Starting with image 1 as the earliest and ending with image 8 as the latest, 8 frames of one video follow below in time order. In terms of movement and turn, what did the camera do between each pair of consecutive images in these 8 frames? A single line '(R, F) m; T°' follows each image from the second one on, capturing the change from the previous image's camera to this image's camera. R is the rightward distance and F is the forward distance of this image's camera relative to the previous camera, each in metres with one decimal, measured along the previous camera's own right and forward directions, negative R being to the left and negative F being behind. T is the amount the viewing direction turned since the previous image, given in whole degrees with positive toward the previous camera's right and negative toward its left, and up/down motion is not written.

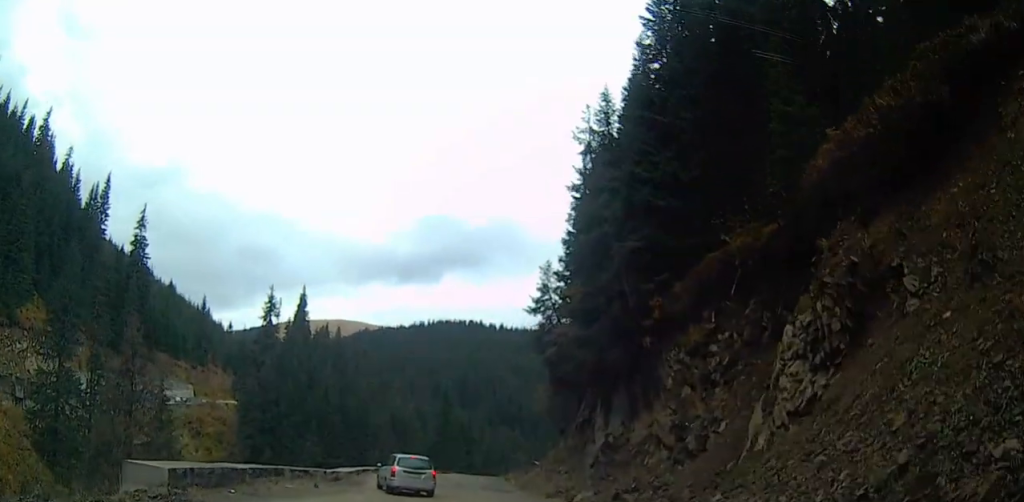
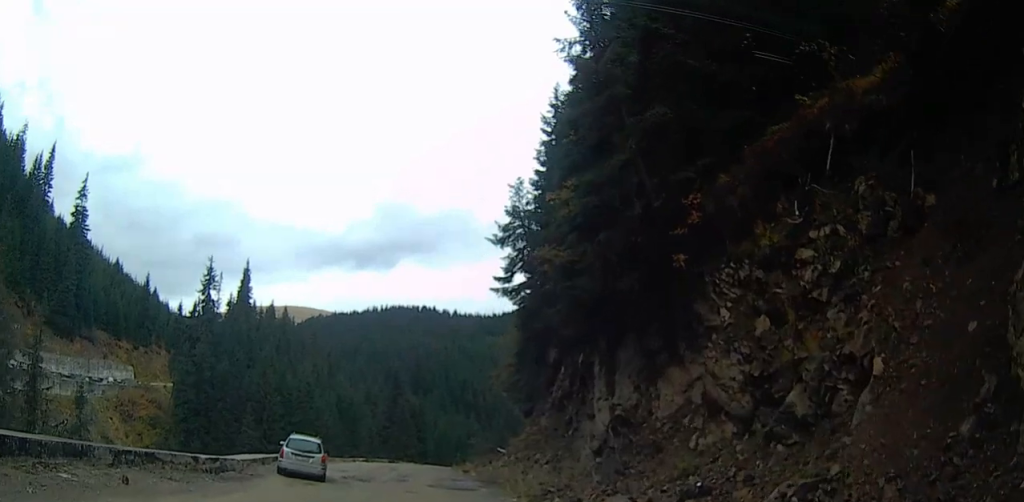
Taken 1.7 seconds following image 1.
(+0.6, +9.5) m; +3°
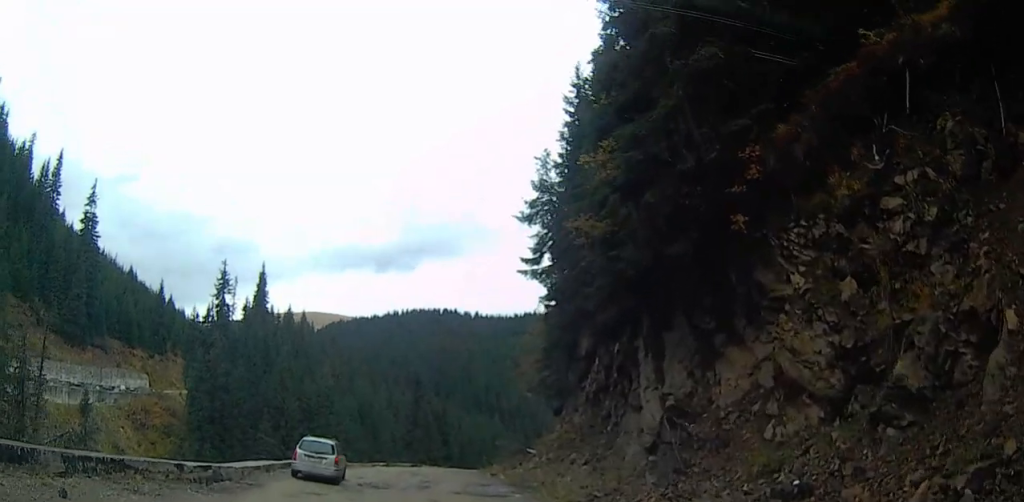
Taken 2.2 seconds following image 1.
(+0.1, +2.8) m; -3°
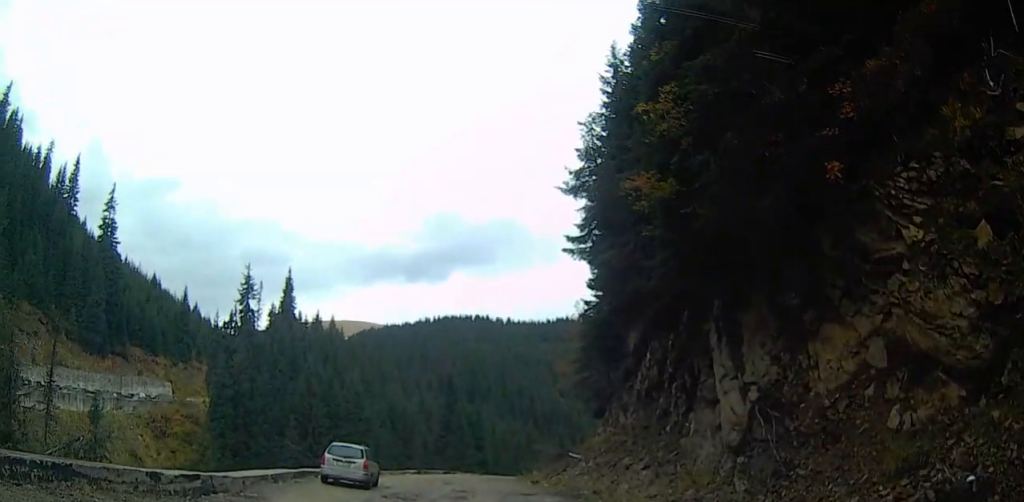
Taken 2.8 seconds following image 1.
(-0.2, +3.2) m; -1°
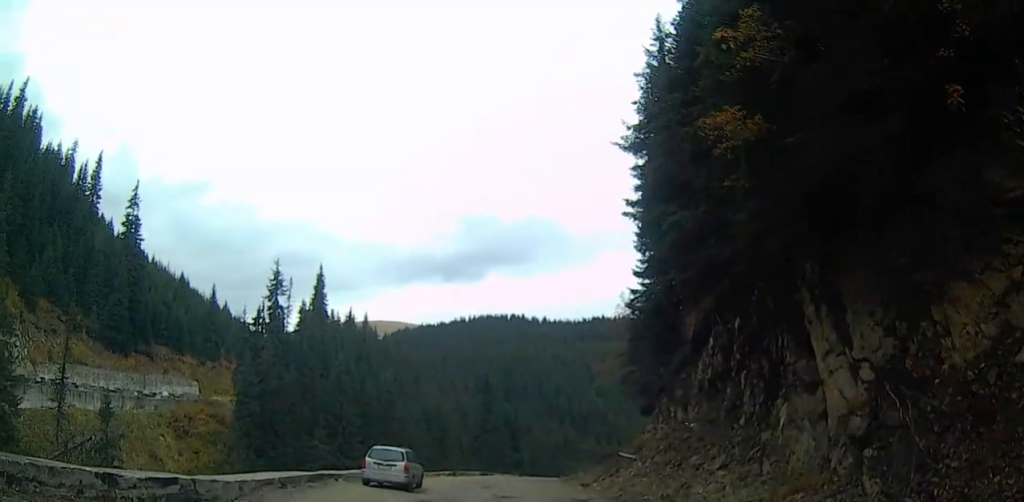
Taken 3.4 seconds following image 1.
(-0.2, +3.3) m; 0°
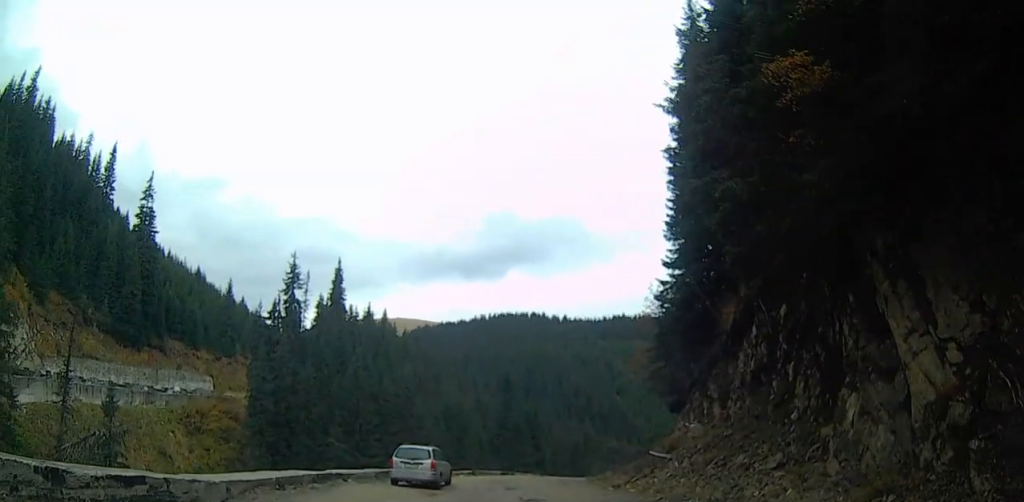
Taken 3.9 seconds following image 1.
(+0.2, +2.2) m; 0°
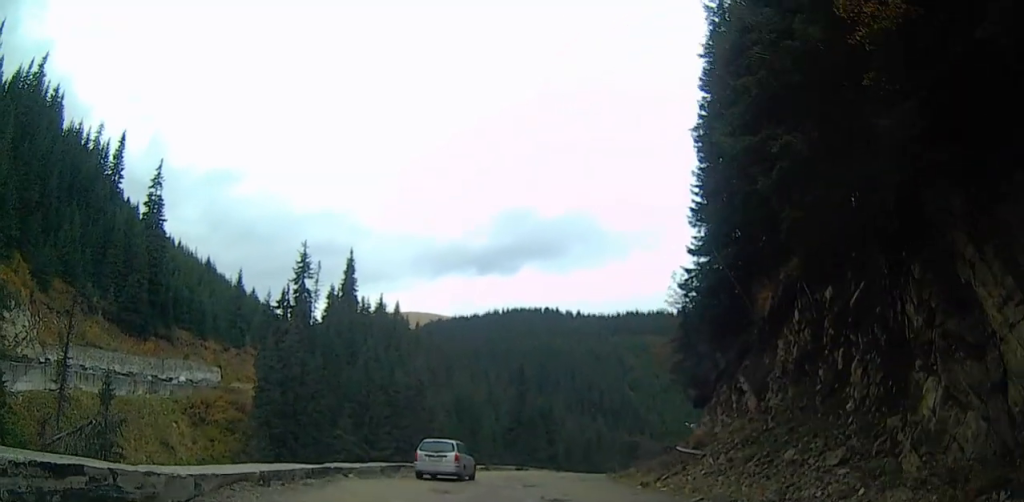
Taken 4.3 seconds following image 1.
(+0.2, +2.3) m; 0°
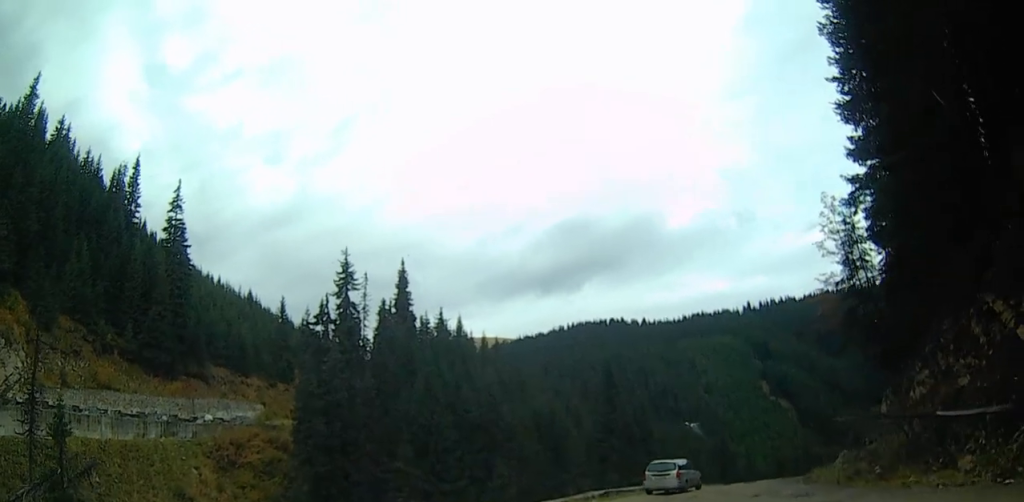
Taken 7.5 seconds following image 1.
(-0.6, +14.5) m; -1°
